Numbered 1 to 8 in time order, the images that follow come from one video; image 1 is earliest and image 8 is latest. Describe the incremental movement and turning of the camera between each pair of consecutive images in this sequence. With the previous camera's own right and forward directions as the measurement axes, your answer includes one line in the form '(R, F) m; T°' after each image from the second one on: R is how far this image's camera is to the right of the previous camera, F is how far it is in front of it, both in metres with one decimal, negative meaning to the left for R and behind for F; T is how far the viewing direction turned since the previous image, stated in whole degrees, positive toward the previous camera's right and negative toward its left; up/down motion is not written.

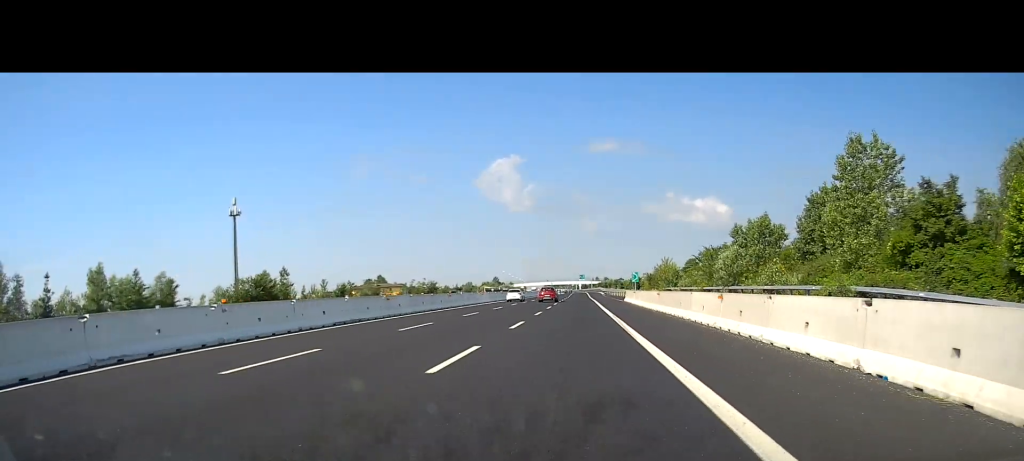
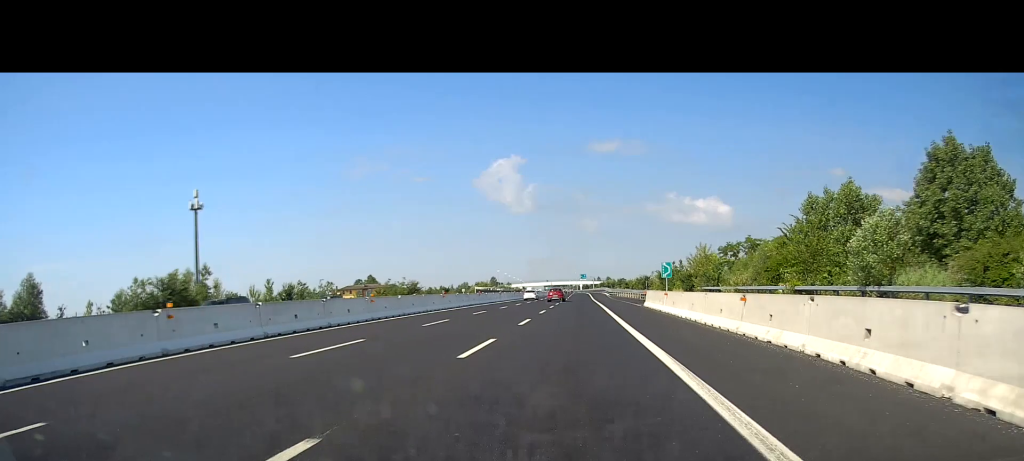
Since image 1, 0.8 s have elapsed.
(0.0, +21.3) m; 0°
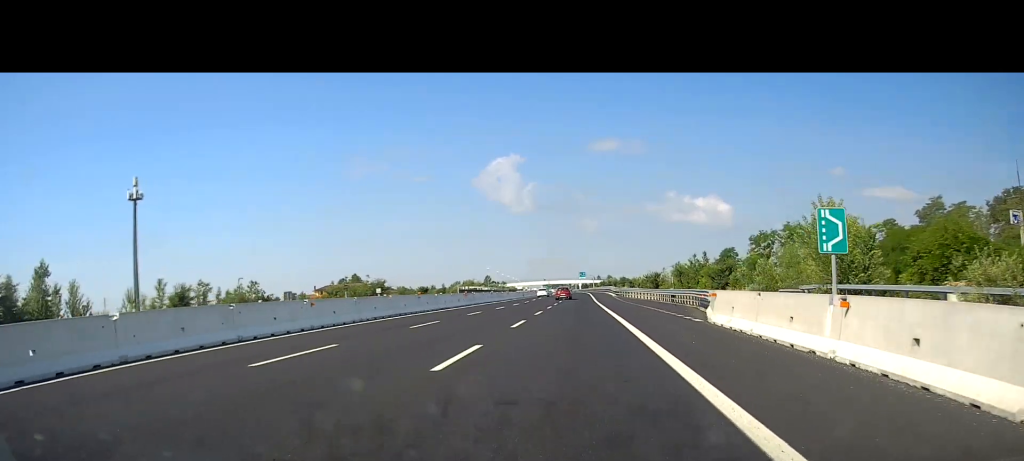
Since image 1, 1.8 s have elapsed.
(+0.3, +25.9) m; 0°
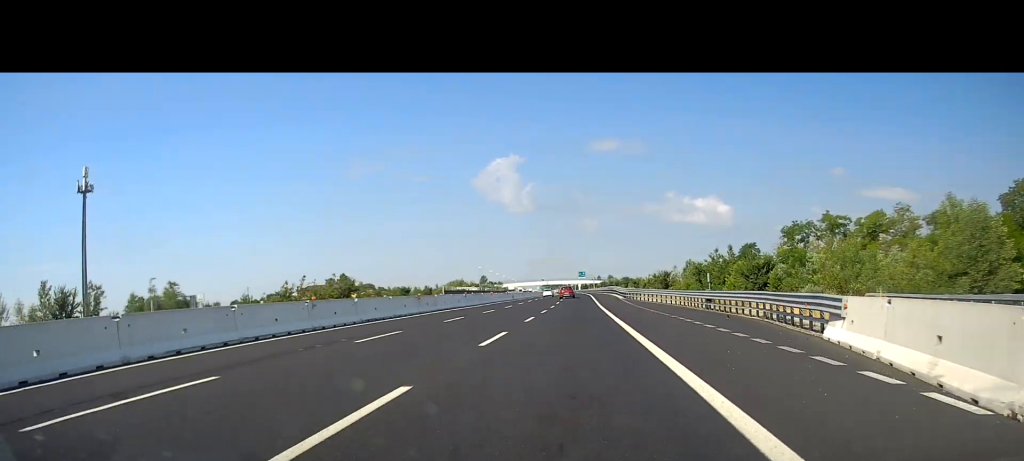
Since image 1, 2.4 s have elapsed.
(+0.1, +17.9) m; 0°
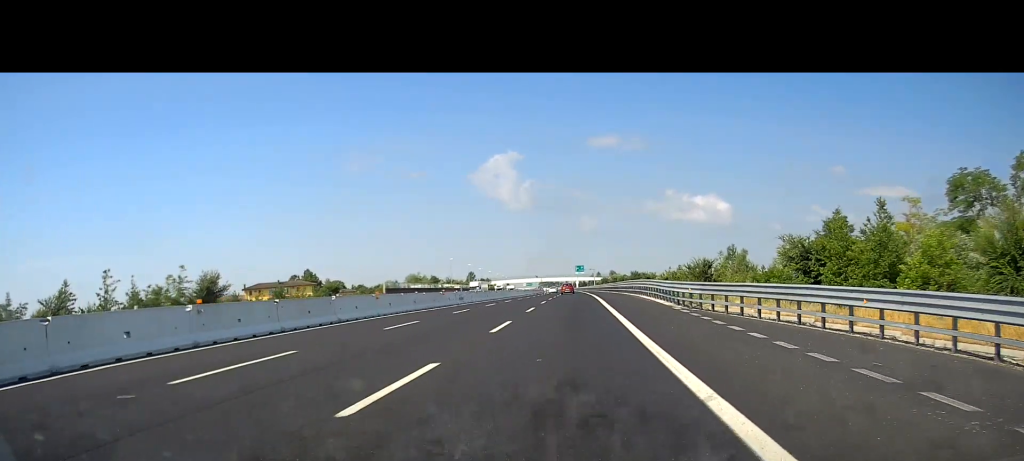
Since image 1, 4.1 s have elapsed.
(0.0, +44.8) m; +1°
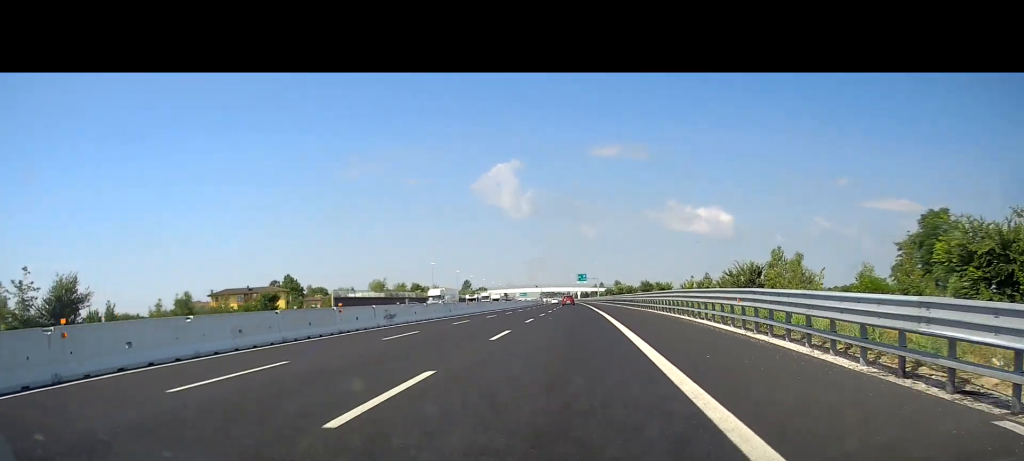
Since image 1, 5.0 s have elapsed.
(+0.1, +24.1) m; 0°
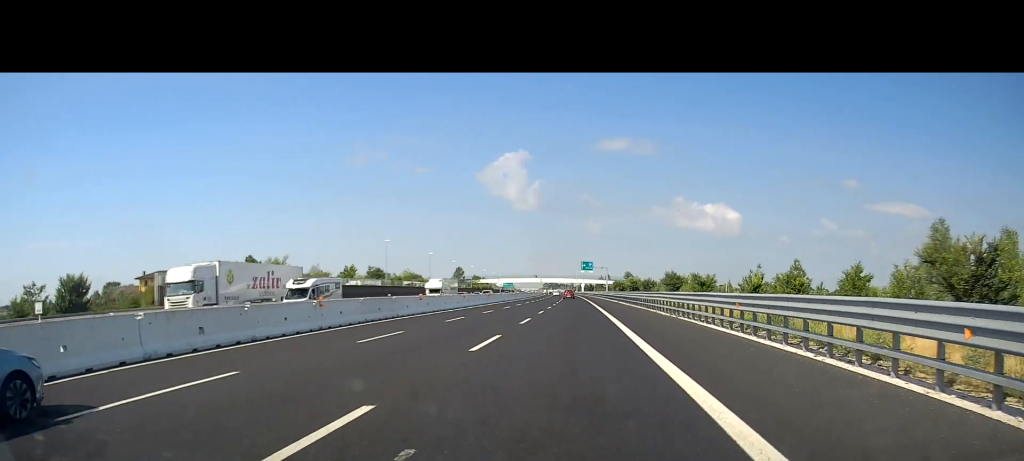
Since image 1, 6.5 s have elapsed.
(-0.1, +39.0) m; 0°
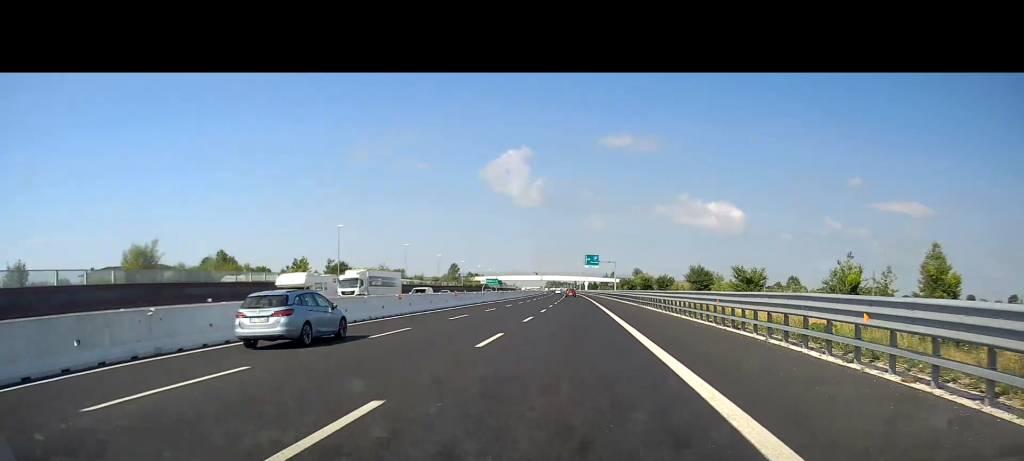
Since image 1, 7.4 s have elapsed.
(0.0, +23.8) m; -1°
